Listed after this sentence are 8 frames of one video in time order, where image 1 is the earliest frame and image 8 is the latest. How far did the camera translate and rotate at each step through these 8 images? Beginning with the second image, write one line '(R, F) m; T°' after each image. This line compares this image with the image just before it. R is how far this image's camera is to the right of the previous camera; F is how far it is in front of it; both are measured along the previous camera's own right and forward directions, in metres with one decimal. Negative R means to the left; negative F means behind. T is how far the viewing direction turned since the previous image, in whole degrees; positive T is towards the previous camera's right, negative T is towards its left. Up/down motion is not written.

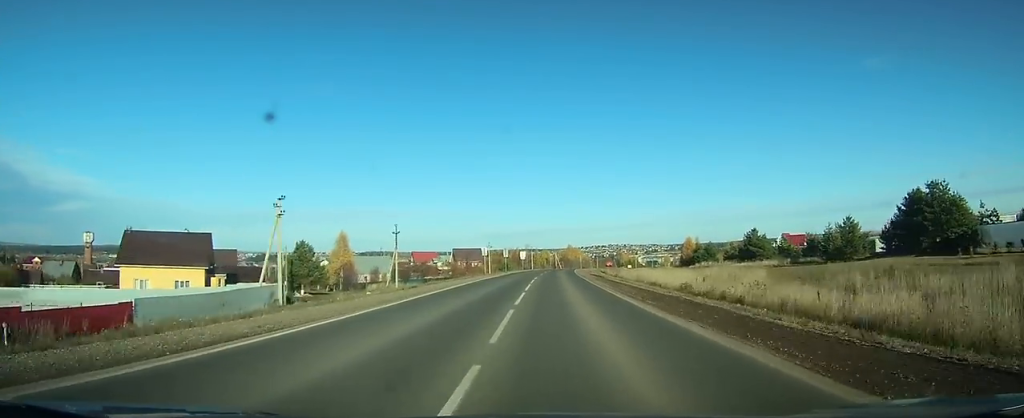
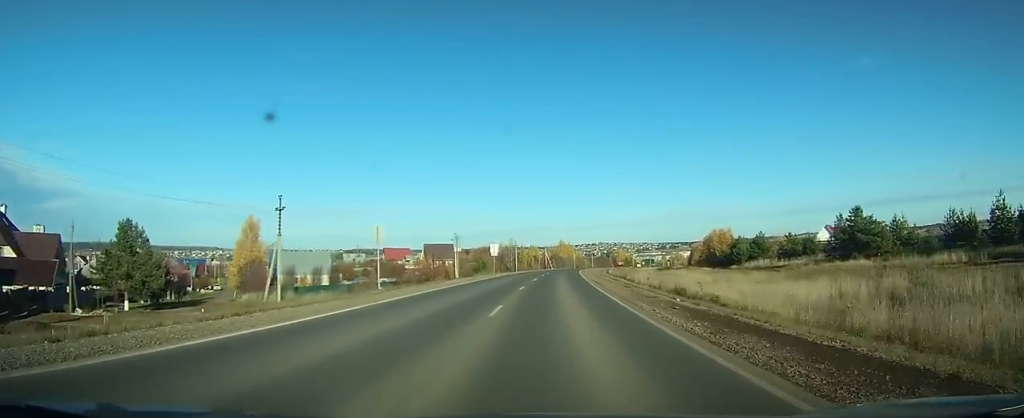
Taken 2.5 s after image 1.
(+1.1, +38.1) m; +3°
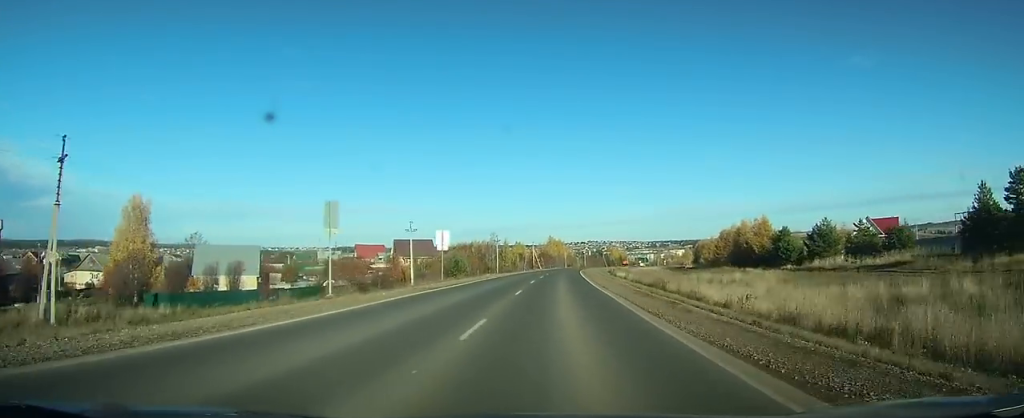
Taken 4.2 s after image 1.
(+0.3, +27.2) m; +1°
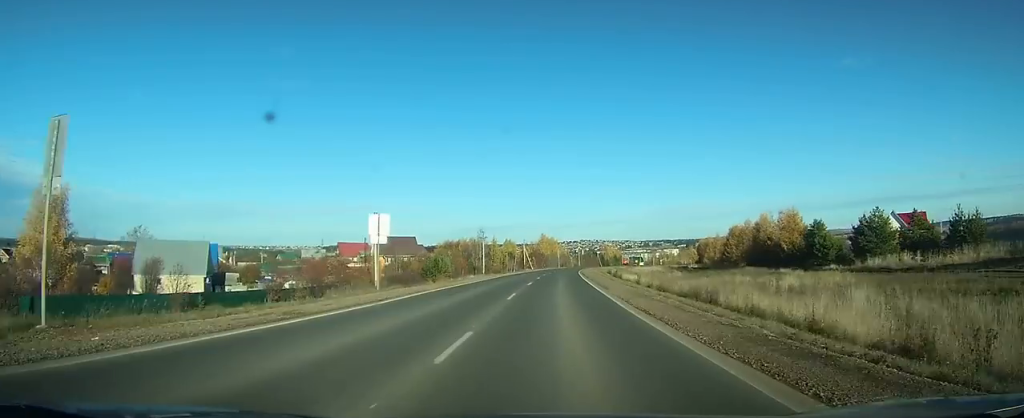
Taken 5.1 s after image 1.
(+0.1, +13.7) m; +1°
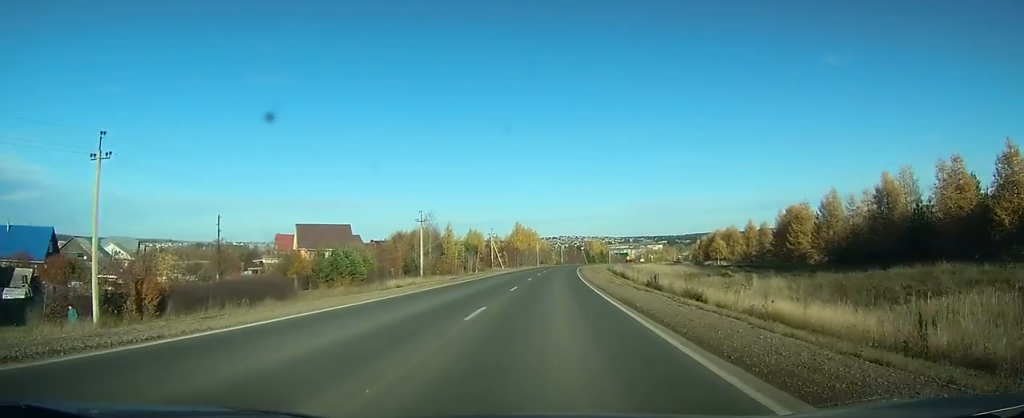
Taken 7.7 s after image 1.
(+0.8, +42.4) m; +1°
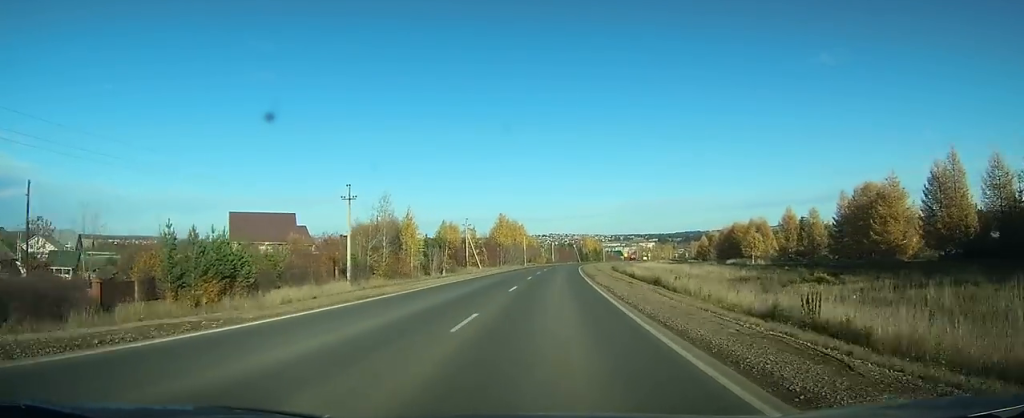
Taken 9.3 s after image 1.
(+0.1, +25.4) m; +1°
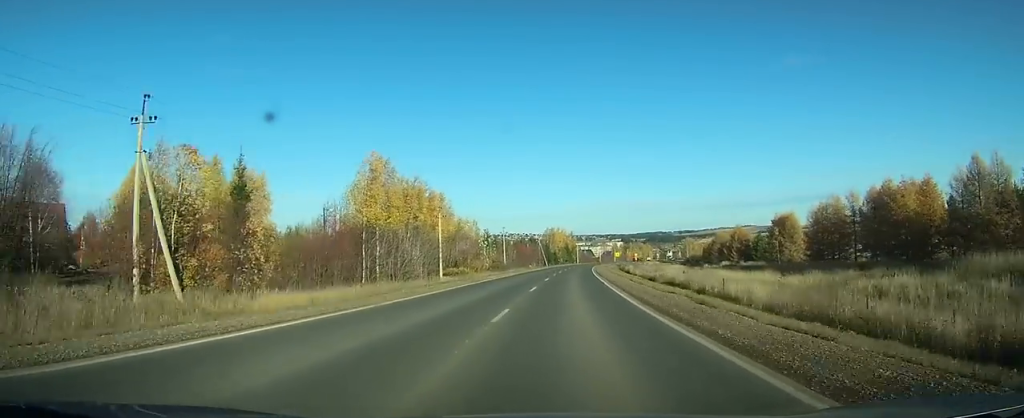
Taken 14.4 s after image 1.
(+3.0, +80.4) m; +4°
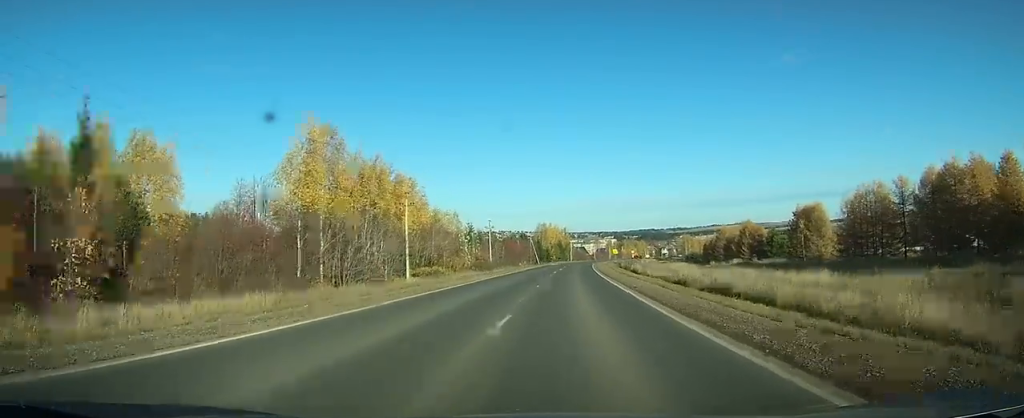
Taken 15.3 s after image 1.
(+0.1, +13.8) m; +1°
